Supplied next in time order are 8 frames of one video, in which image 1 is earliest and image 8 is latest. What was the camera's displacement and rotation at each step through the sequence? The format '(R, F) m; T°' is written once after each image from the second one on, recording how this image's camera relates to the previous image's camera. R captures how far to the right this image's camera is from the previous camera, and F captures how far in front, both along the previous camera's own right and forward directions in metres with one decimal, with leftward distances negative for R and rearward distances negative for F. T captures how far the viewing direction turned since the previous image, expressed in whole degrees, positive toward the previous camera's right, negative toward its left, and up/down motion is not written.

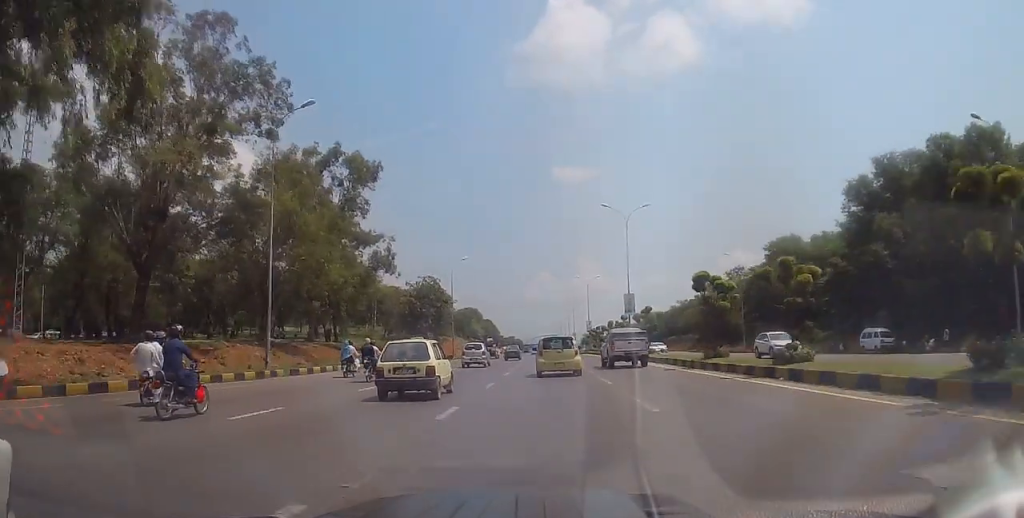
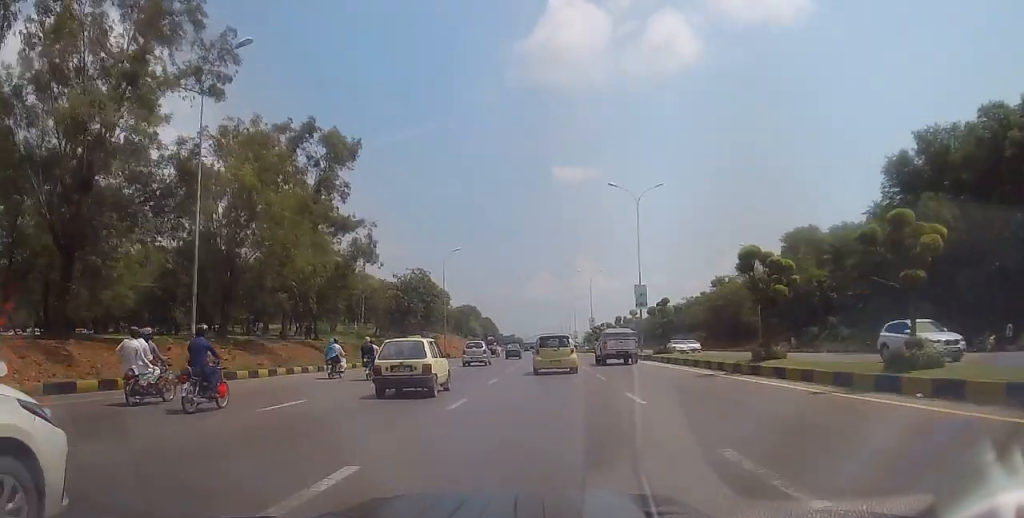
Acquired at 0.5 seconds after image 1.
(0.0, +6.6) m; 0°
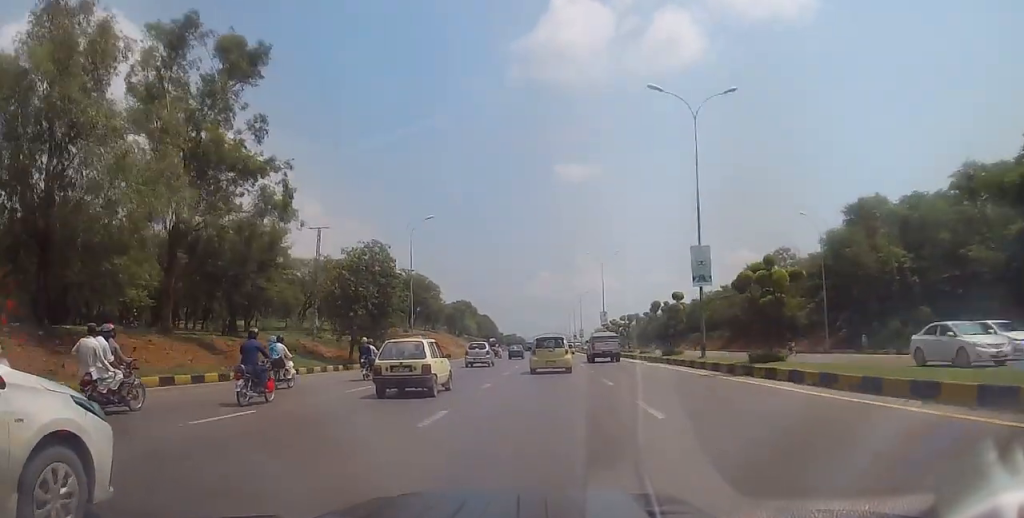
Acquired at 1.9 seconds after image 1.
(-0.1, +18.7) m; -1°
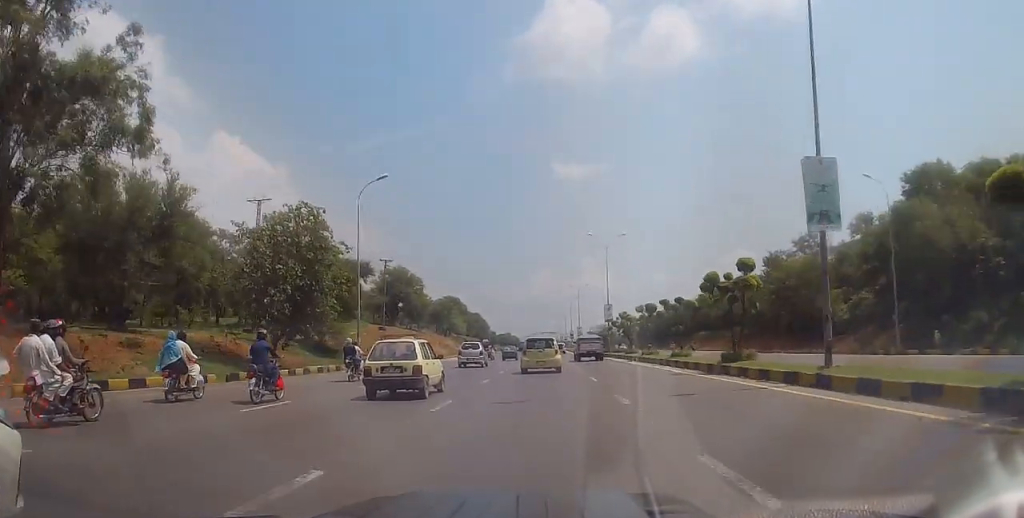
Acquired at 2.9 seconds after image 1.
(0.0, +14.2) m; 0°
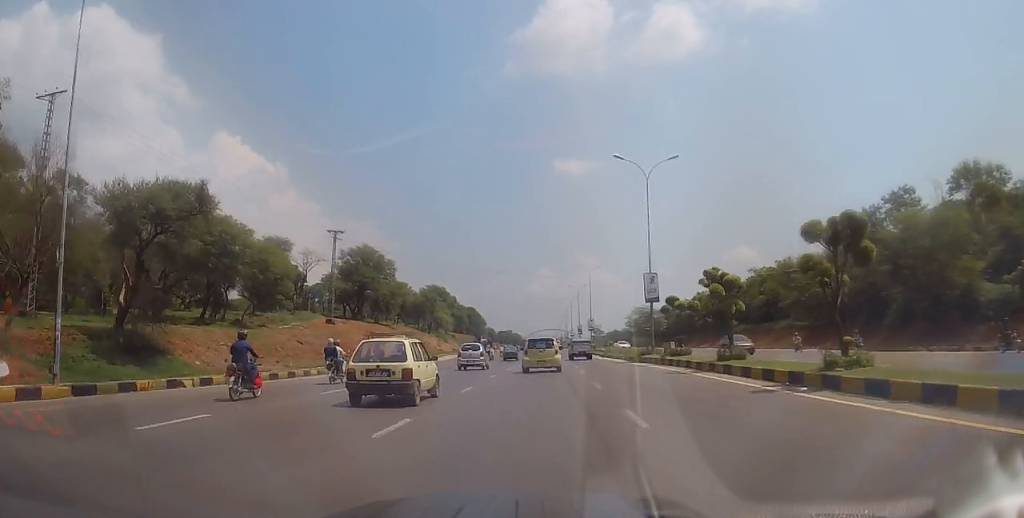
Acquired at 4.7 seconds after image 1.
(-0.6, +27.5) m; -2°
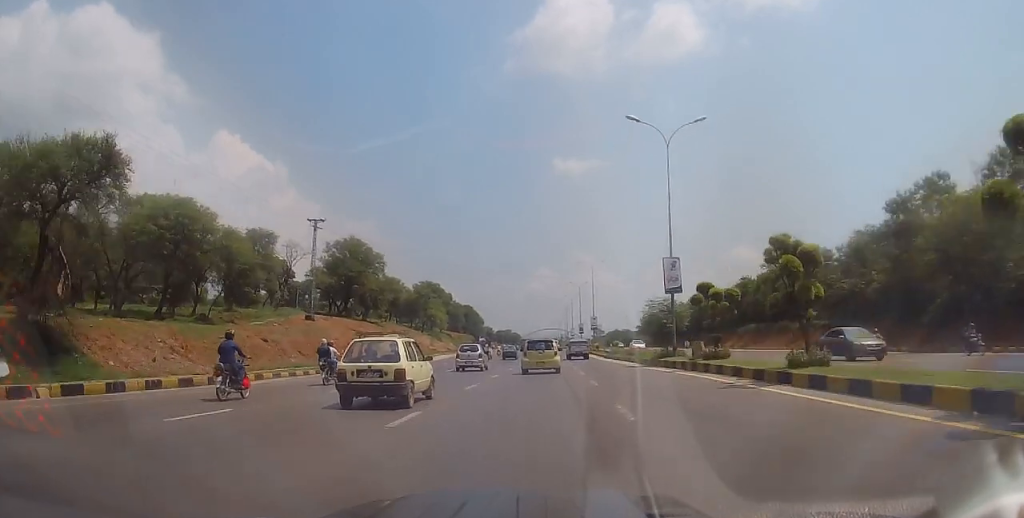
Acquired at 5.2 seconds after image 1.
(-0.2, +7.1) m; +1°
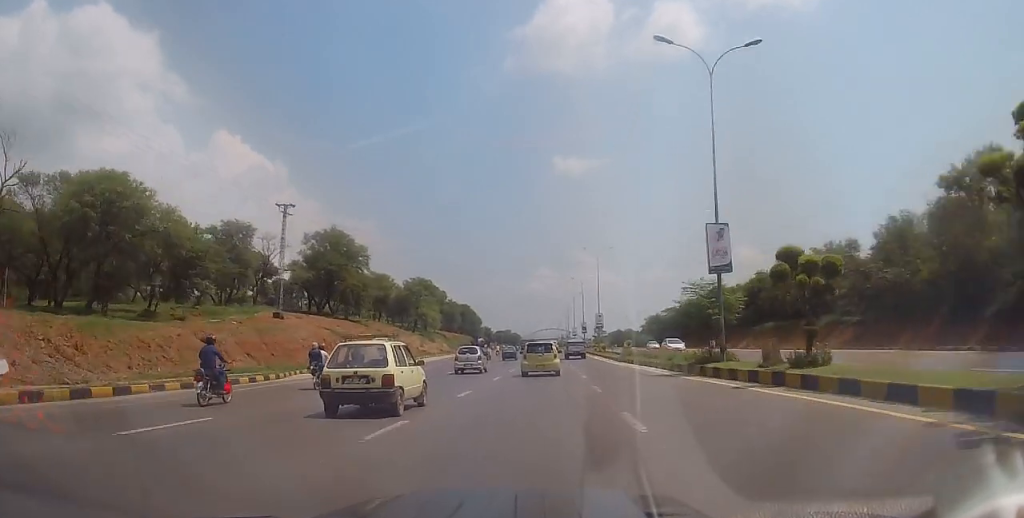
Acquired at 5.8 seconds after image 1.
(+0.3, +9.3) m; 0°
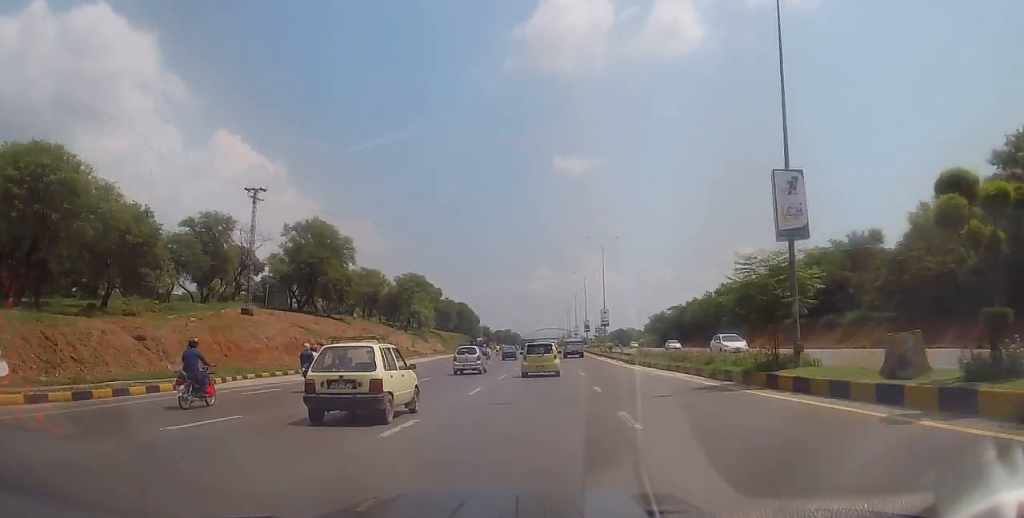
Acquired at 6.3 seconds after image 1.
(+0.3, +7.3) m; 0°
